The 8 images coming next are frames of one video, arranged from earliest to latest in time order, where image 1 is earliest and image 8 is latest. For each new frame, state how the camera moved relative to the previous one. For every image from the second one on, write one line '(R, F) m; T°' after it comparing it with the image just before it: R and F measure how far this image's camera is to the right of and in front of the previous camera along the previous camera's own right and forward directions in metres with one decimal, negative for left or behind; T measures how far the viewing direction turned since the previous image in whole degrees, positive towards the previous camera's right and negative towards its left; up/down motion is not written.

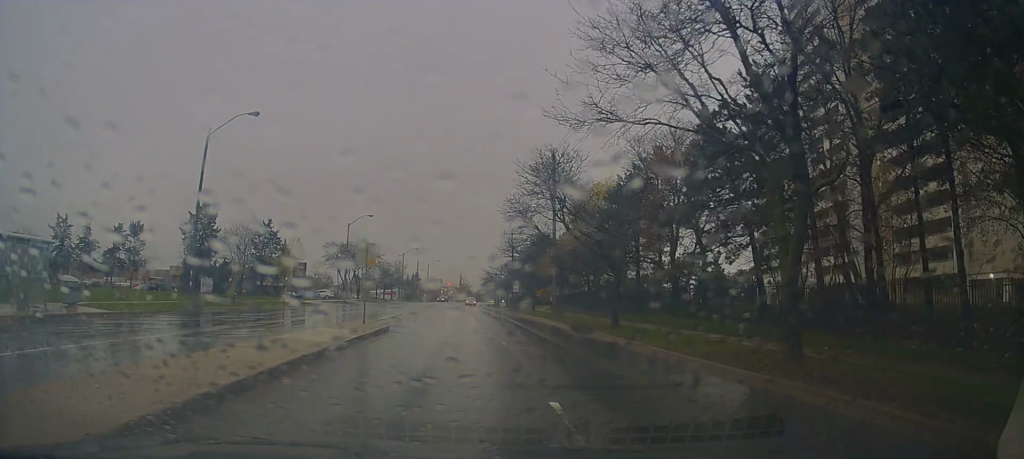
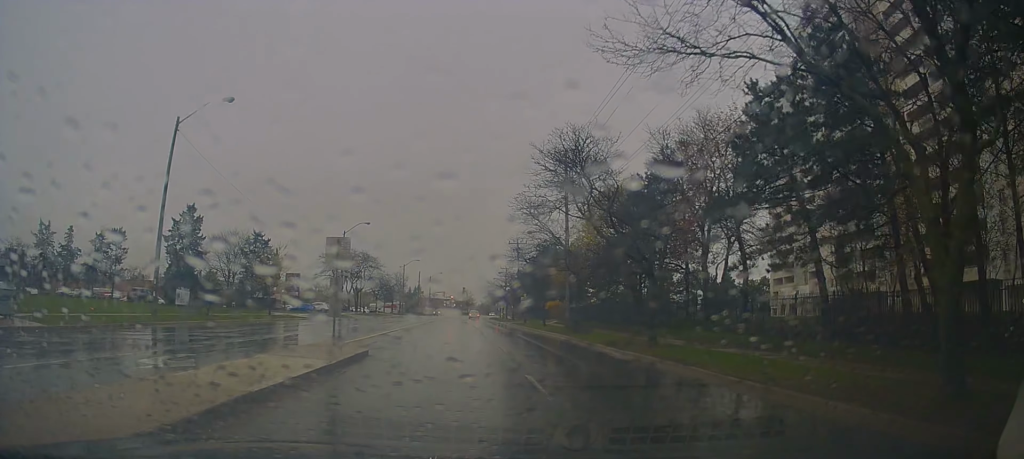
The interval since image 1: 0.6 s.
(-0.1, +5.2) m; -1°
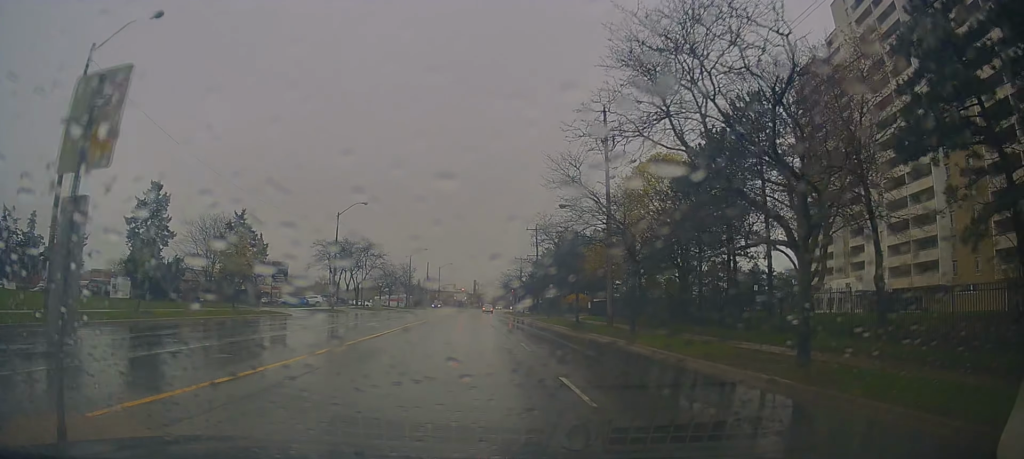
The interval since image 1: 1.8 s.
(0.0, +10.1) m; +1°
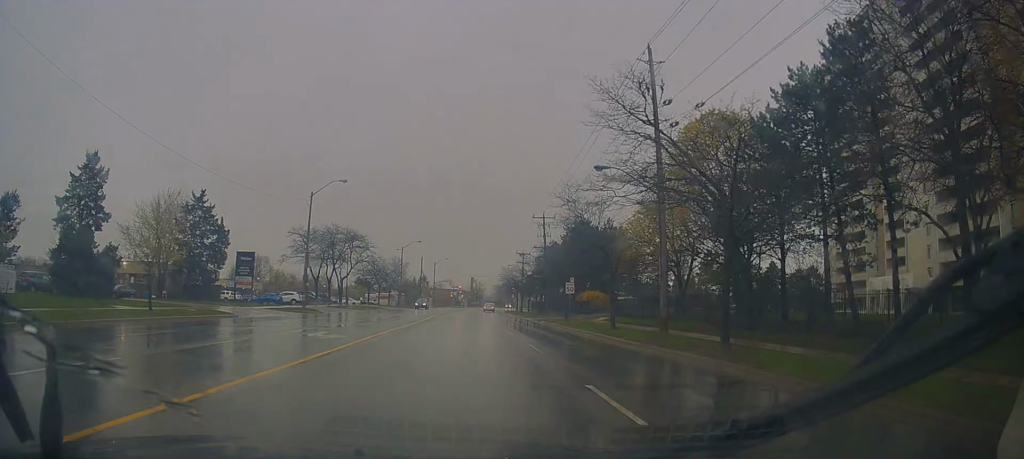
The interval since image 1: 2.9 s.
(0.0, +10.7) m; -1°
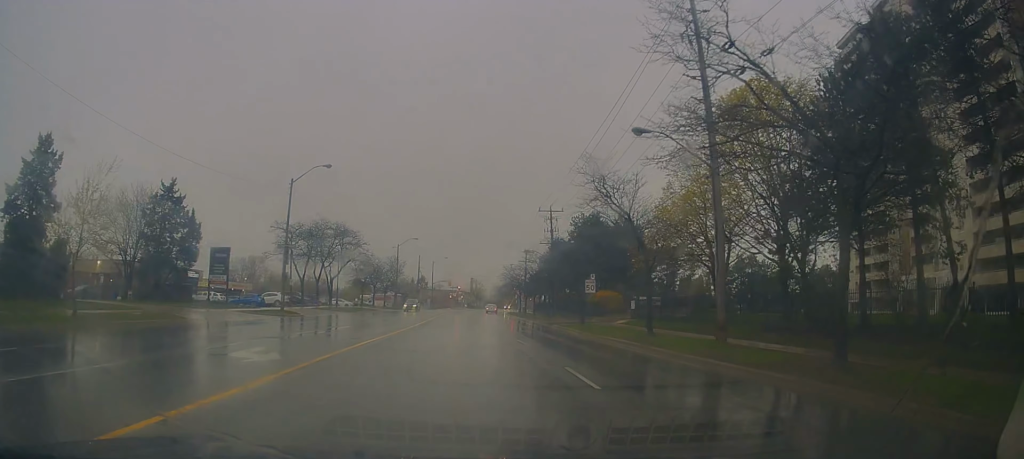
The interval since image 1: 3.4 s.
(-0.2, +6.2) m; -1°
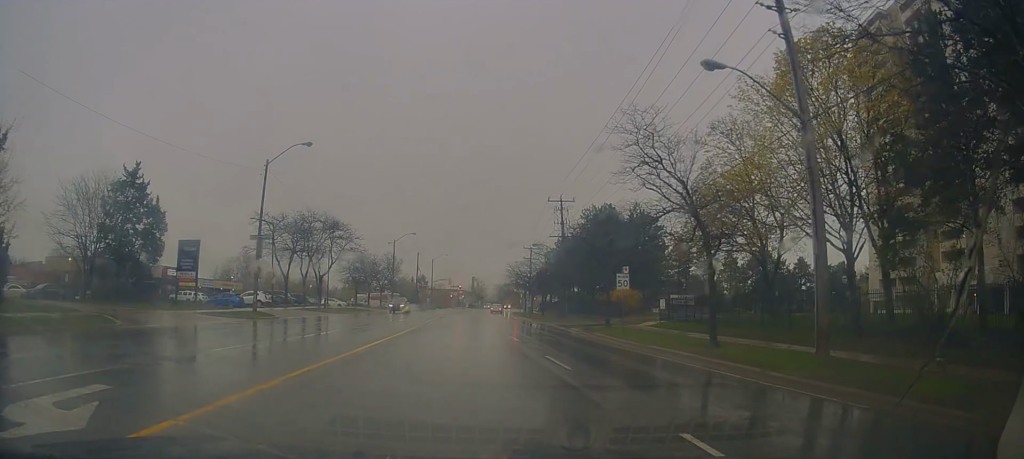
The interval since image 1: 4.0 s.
(+0.2, +6.4) m; +2°
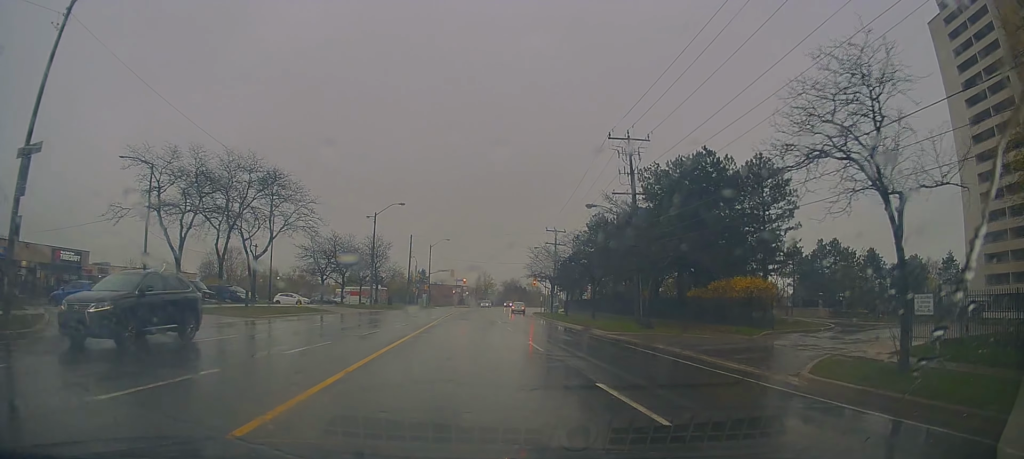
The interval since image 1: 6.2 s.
(+0.8, +24.8) m; 0°
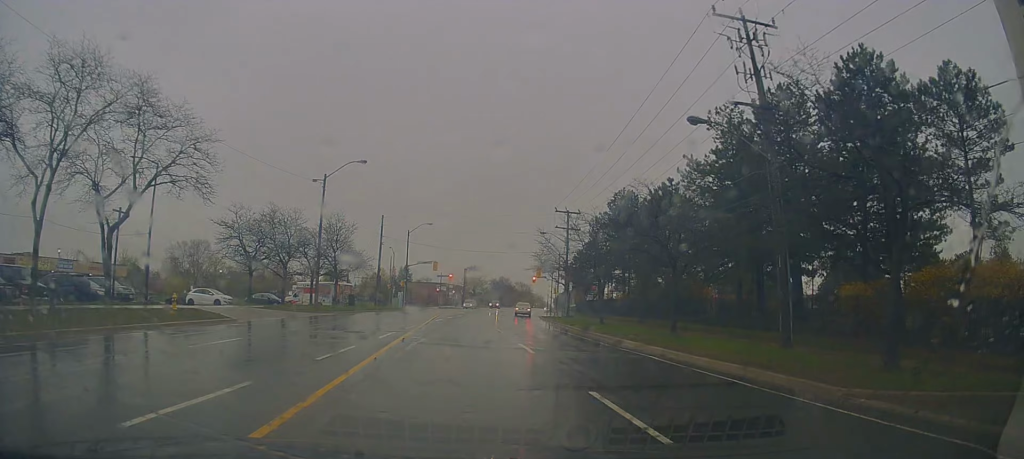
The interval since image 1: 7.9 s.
(-0.4, +19.0) m; +1°
